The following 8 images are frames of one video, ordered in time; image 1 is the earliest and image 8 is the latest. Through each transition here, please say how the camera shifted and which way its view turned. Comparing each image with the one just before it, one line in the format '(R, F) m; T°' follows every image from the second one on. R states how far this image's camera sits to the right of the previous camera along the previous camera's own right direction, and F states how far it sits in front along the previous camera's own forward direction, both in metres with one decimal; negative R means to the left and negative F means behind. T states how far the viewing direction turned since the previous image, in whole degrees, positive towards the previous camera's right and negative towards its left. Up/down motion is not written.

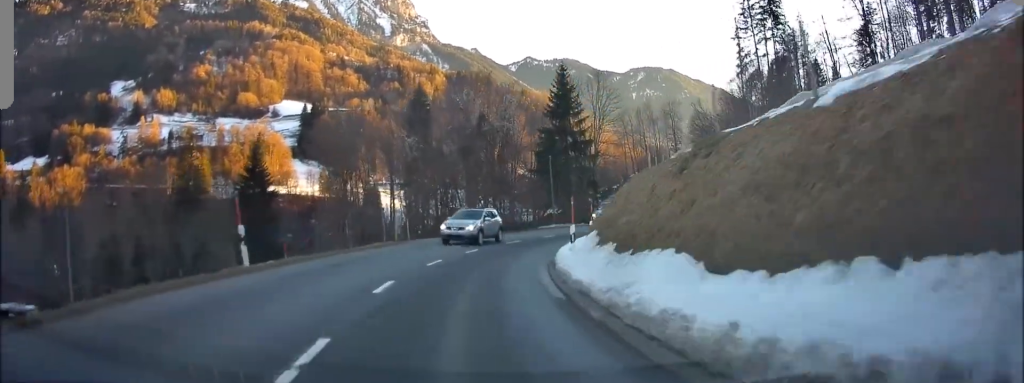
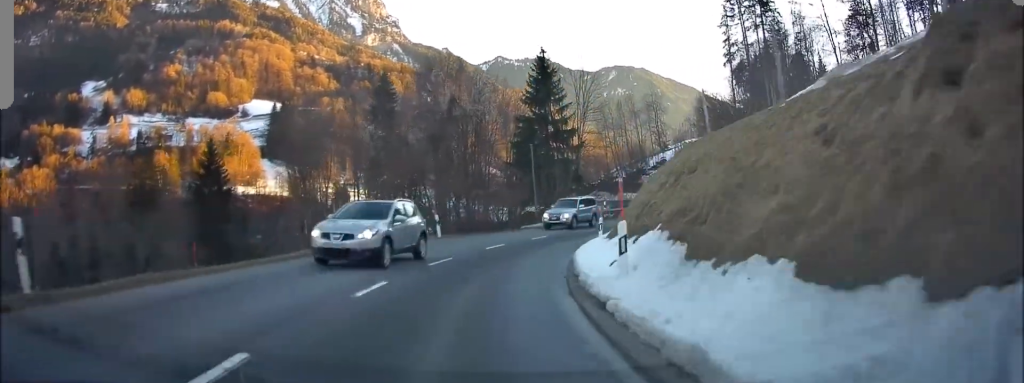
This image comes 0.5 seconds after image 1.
(0.0, +7.7) m; +1°
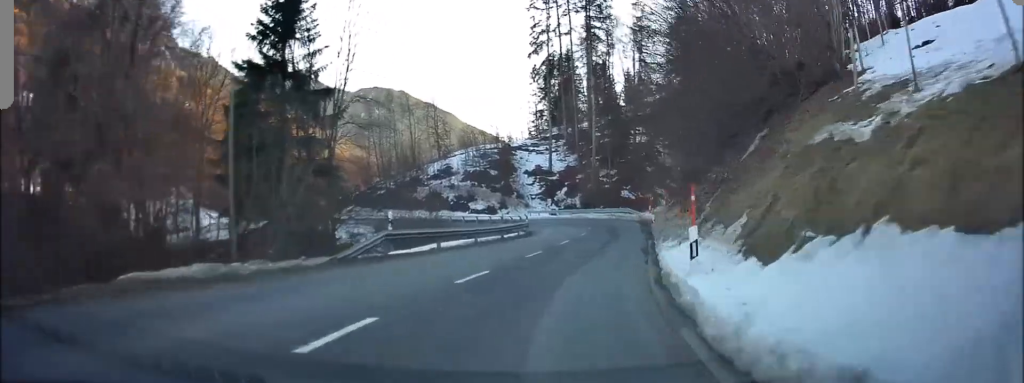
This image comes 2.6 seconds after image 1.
(+2.0, +28.0) m; +11°
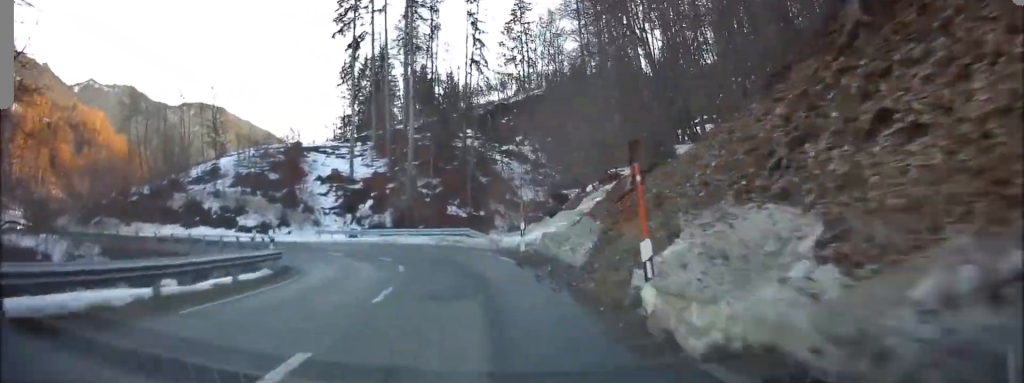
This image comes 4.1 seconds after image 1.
(+2.1, +19.8) m; +20°
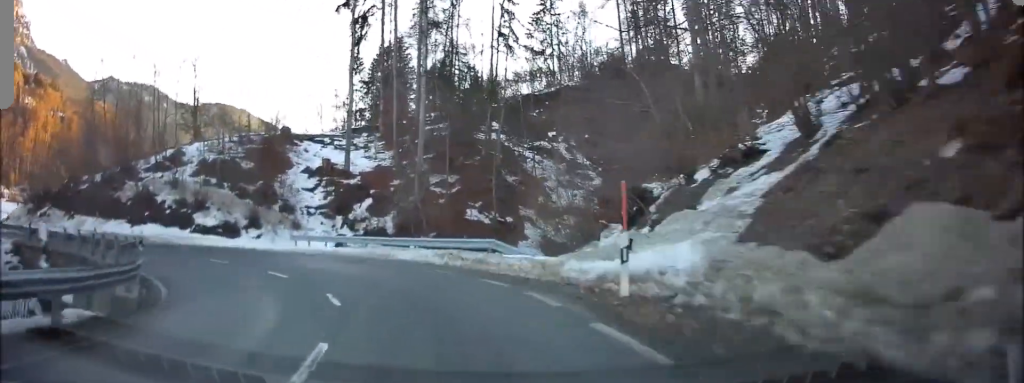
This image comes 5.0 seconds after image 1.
(+2.2, +11.0) m; +10°
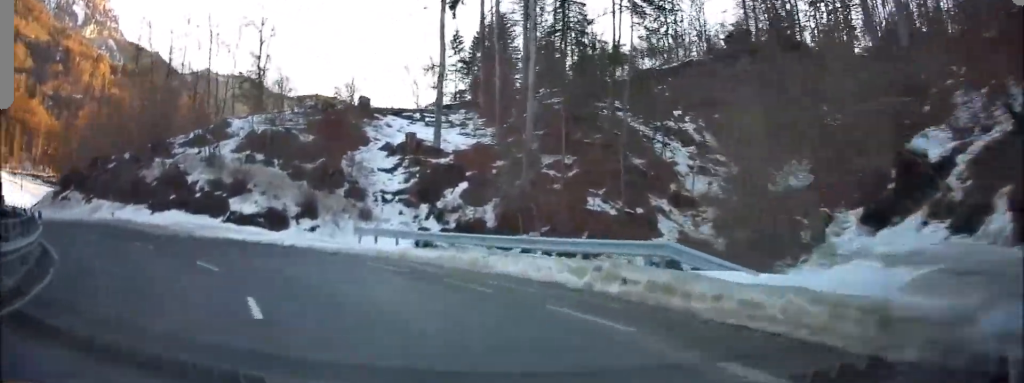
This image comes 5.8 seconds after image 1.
(-0.2, +10.0) m; -4°
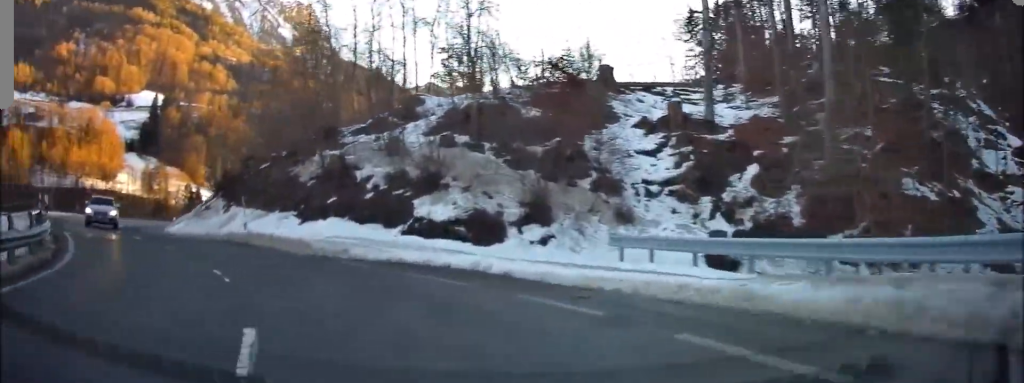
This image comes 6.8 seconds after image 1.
(-0.6, +10.7) m; -9°
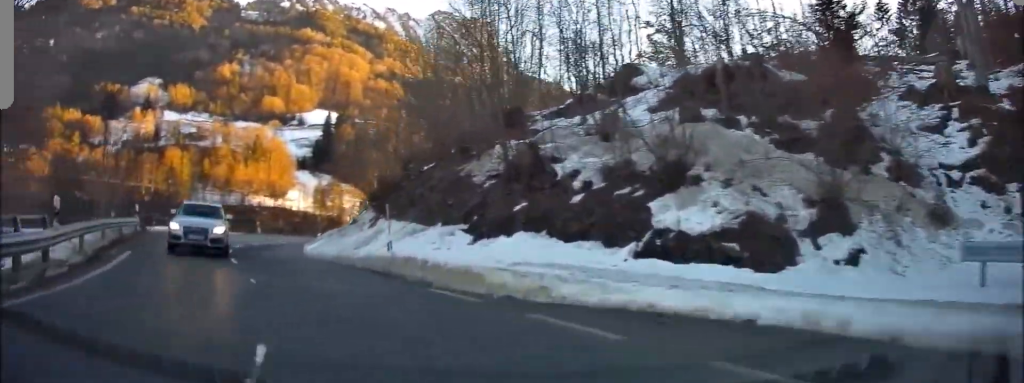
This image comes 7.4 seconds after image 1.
(-0.6, +7.2) m; -12°
